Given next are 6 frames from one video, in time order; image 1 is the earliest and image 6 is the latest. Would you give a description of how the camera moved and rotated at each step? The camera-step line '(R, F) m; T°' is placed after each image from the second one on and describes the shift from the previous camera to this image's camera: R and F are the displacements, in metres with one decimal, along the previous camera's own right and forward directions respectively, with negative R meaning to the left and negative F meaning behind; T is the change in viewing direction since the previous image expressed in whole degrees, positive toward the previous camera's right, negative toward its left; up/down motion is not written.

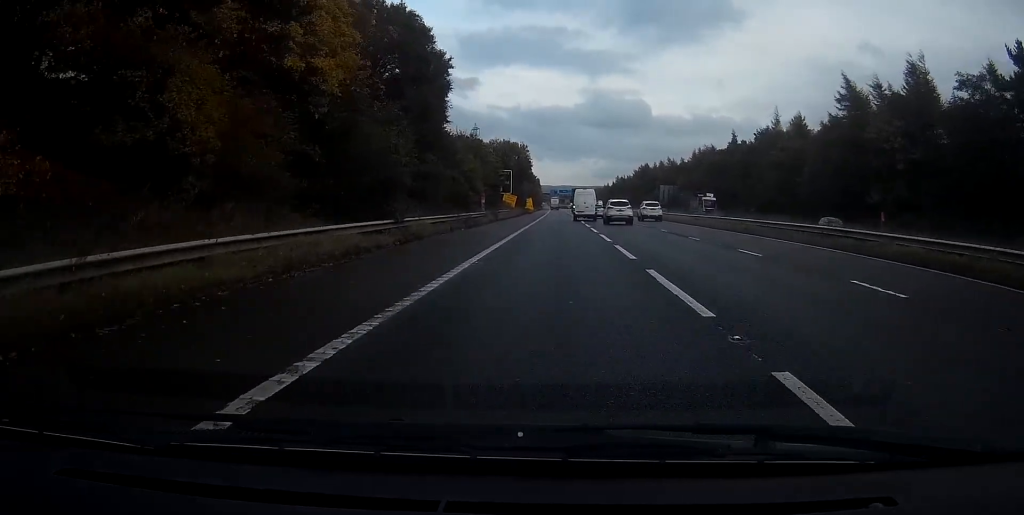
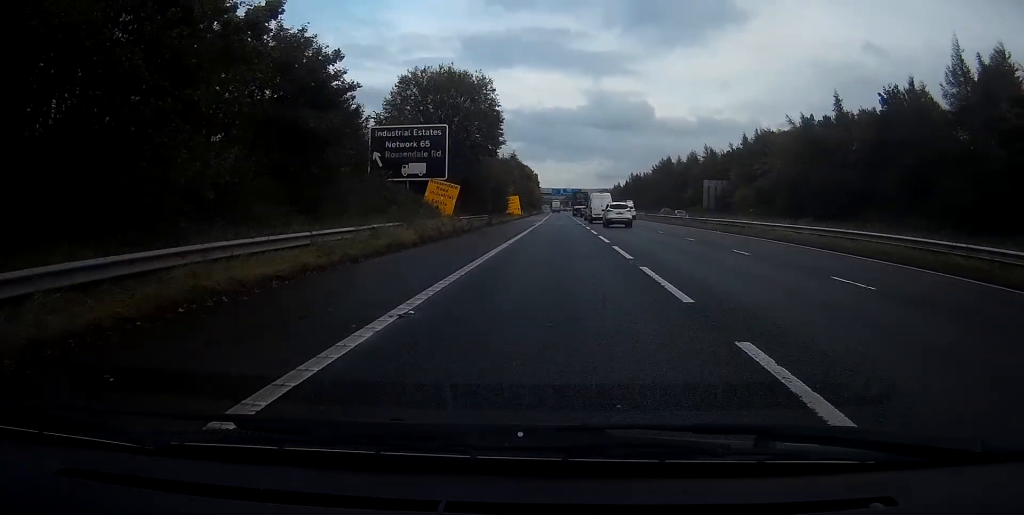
(0.0, +61.3) m; 0°
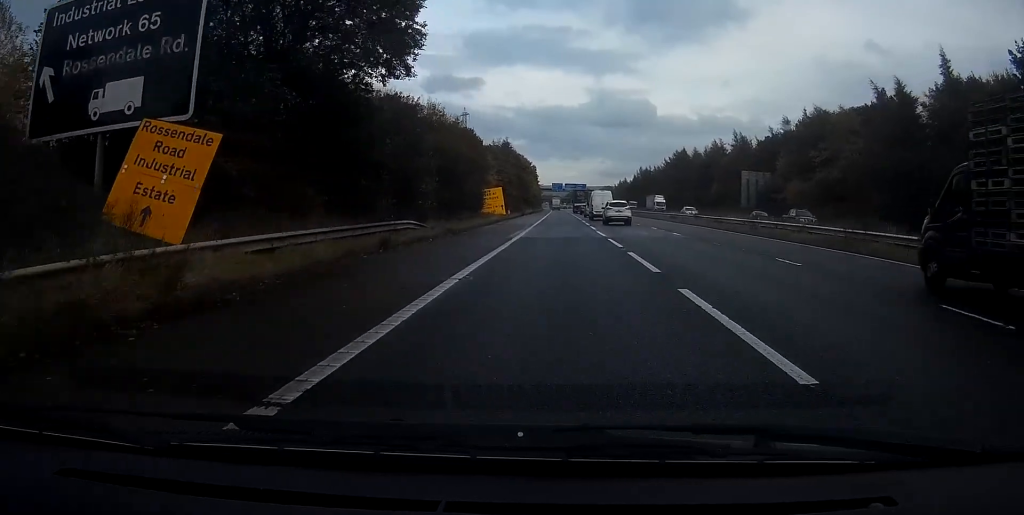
(-0.2, +31.7) m; 0°
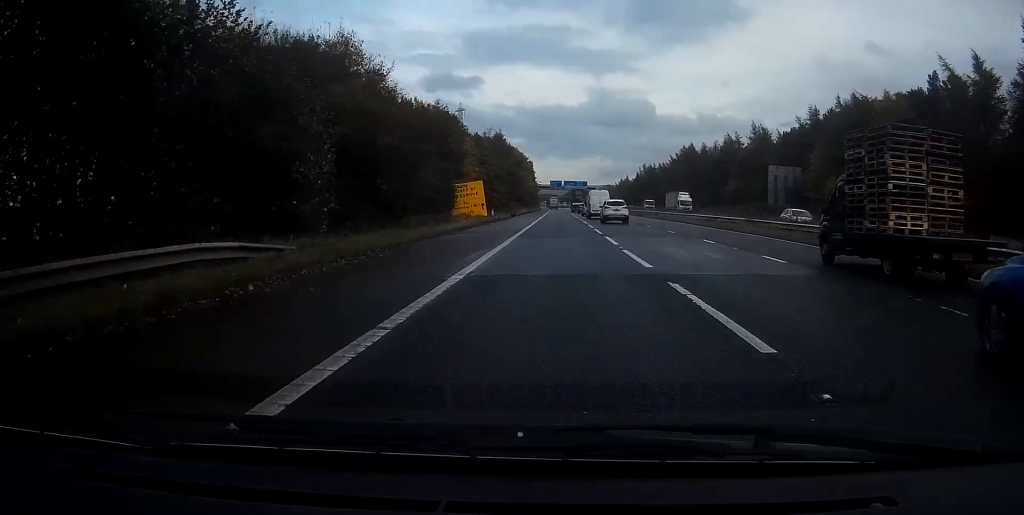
(0.0, +16.8) m; 0°
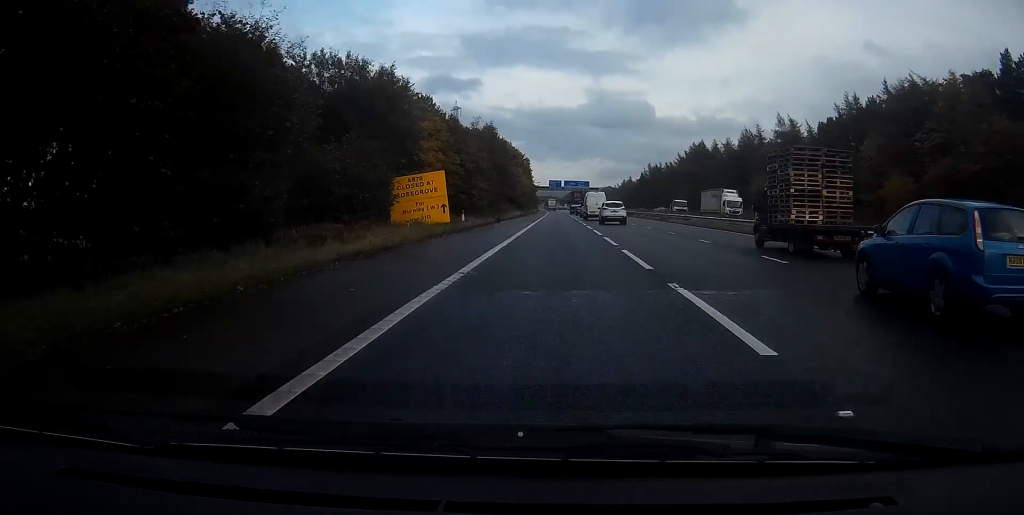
(0.0, +18.2) m; 0°
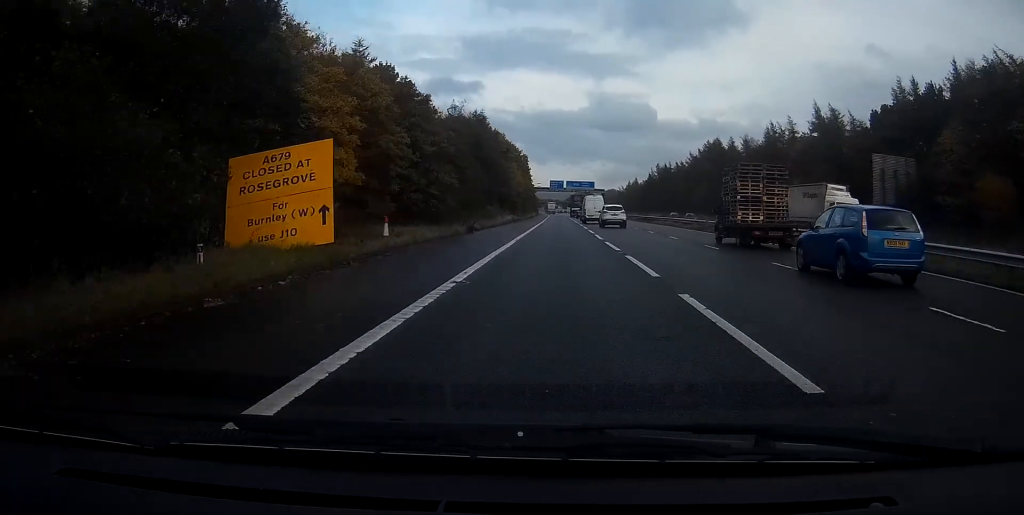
(-0.1, +19.0) m; 0°
